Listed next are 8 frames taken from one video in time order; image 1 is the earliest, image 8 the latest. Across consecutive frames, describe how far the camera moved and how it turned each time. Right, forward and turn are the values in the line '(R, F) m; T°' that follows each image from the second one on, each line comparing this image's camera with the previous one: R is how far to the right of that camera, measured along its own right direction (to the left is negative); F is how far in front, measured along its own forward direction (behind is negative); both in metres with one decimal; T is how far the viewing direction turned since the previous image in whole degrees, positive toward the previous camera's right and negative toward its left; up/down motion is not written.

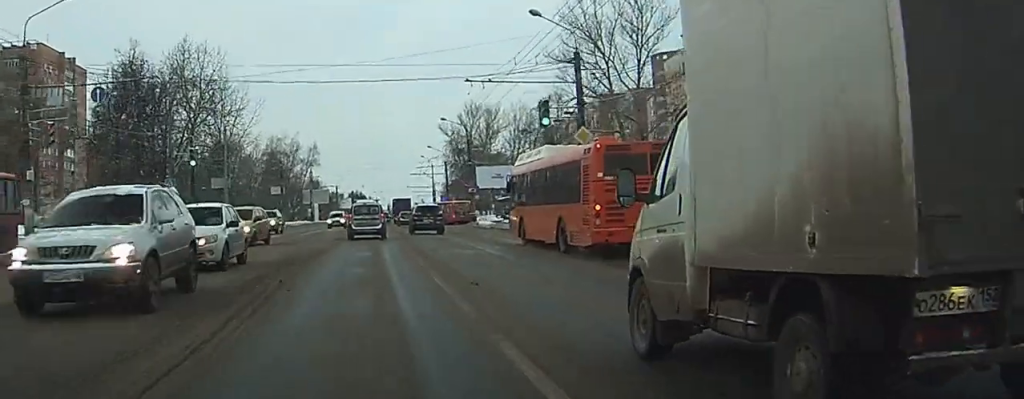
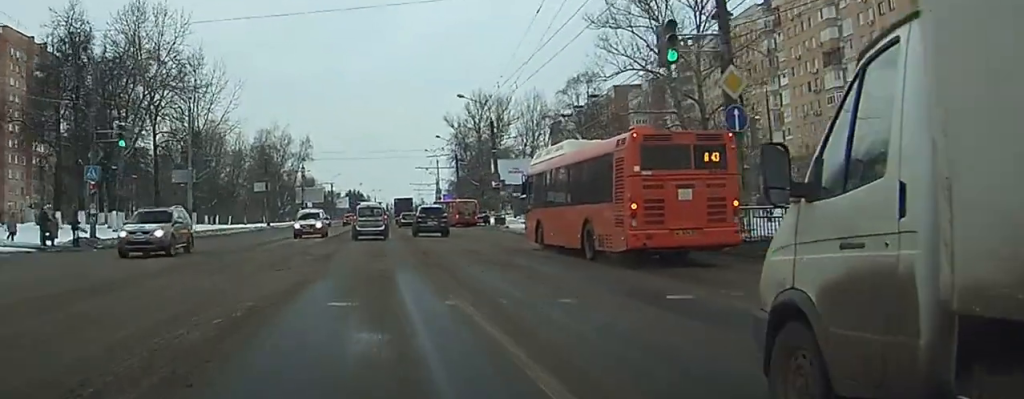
(0.0, +18.2) m; 0°
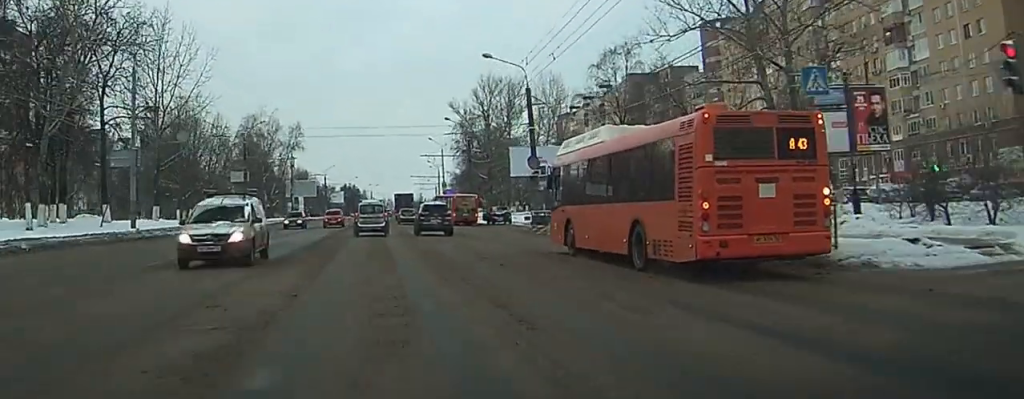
(0.0, +16.8) m; 0°
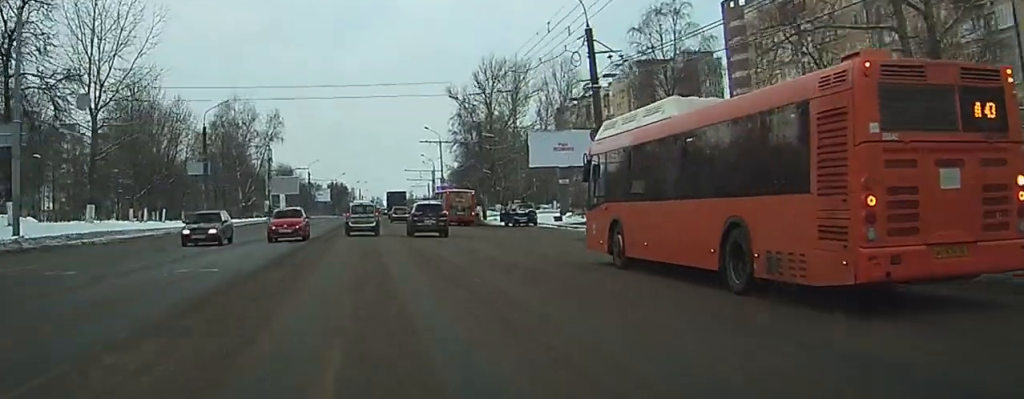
(+0.1, +17.2) m; 0°
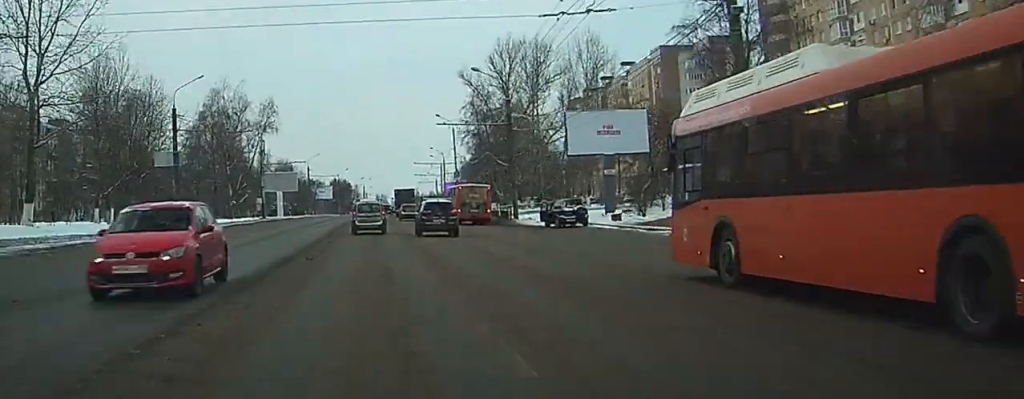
(0.0, +13.6) m; +1°
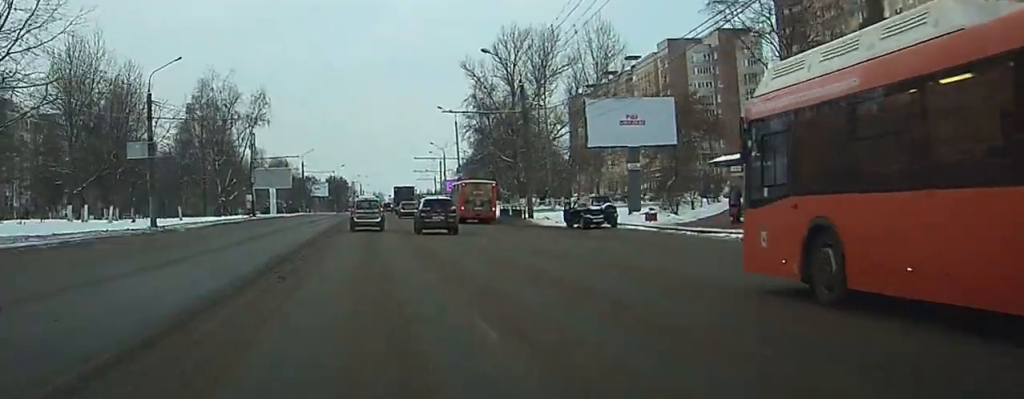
(0.0, +6.5) m; 0°
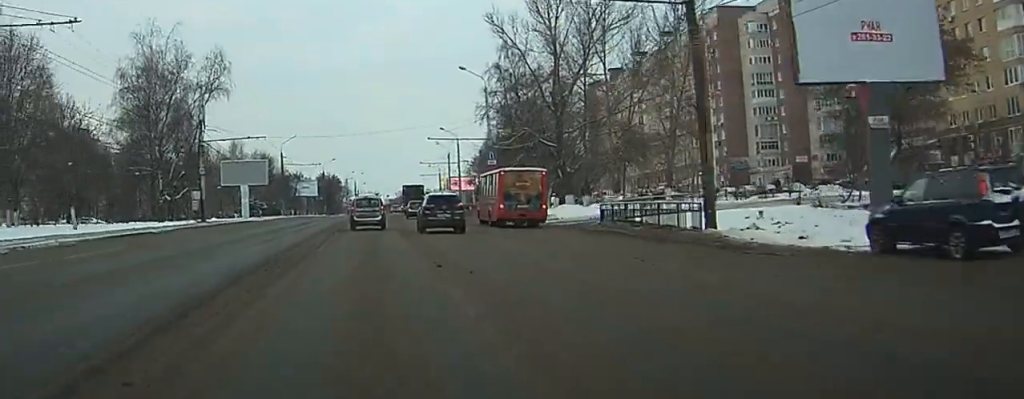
(+0.6, +29.6) m; +2°
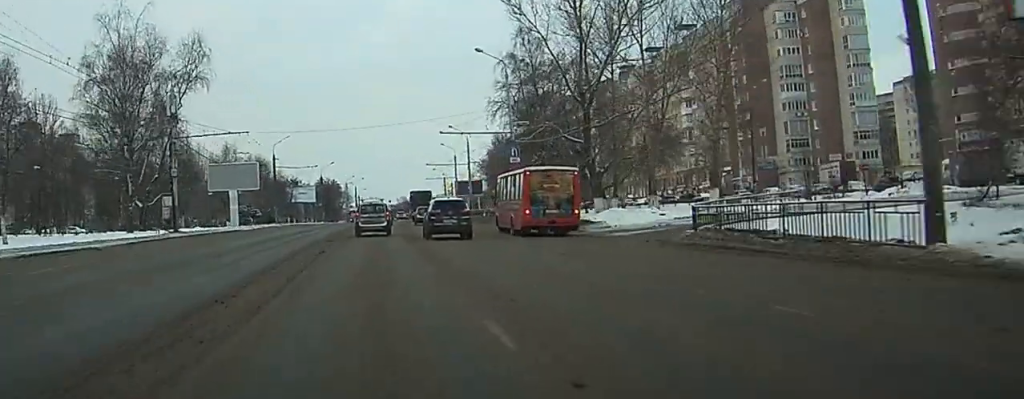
(+0.1, +11.0) m; -1°
